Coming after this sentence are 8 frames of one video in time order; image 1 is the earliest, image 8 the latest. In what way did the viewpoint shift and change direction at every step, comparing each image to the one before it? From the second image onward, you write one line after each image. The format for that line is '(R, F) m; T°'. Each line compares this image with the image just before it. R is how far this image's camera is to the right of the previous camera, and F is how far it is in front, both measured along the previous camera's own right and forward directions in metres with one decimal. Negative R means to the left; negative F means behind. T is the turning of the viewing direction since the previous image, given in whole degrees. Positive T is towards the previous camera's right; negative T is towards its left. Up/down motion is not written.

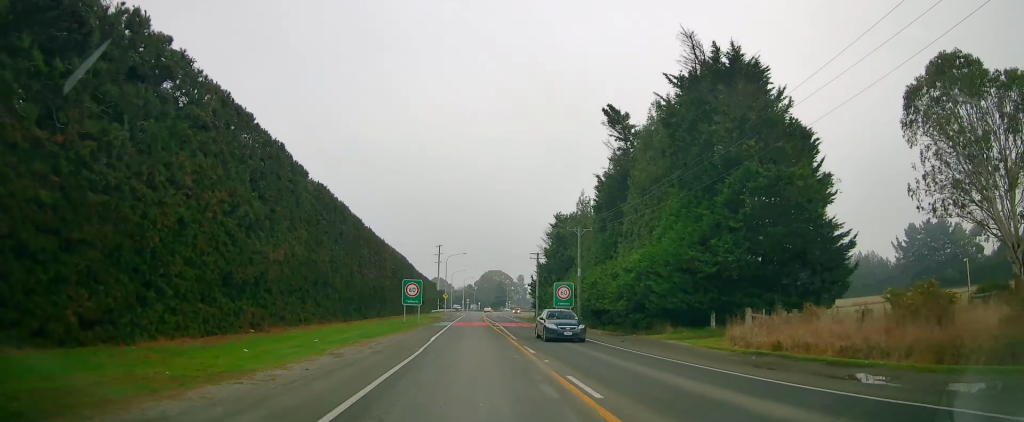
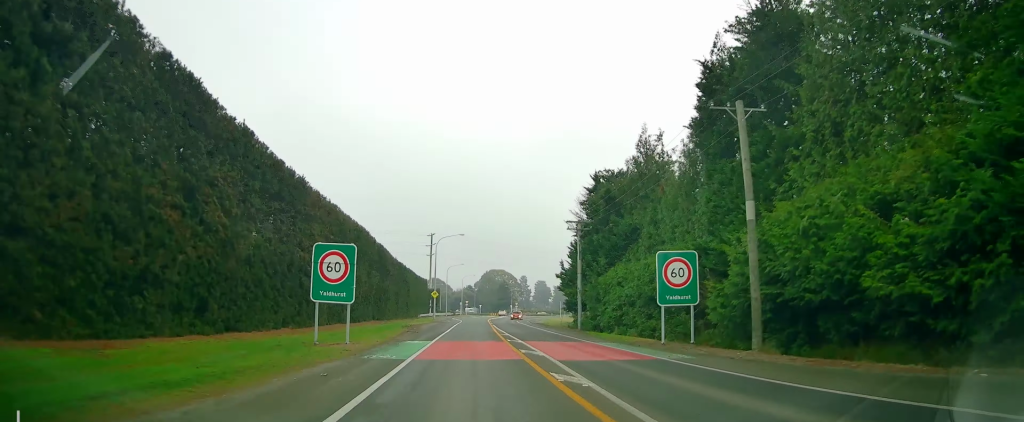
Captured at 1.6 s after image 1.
(-0.7, +29.5) m; -2°
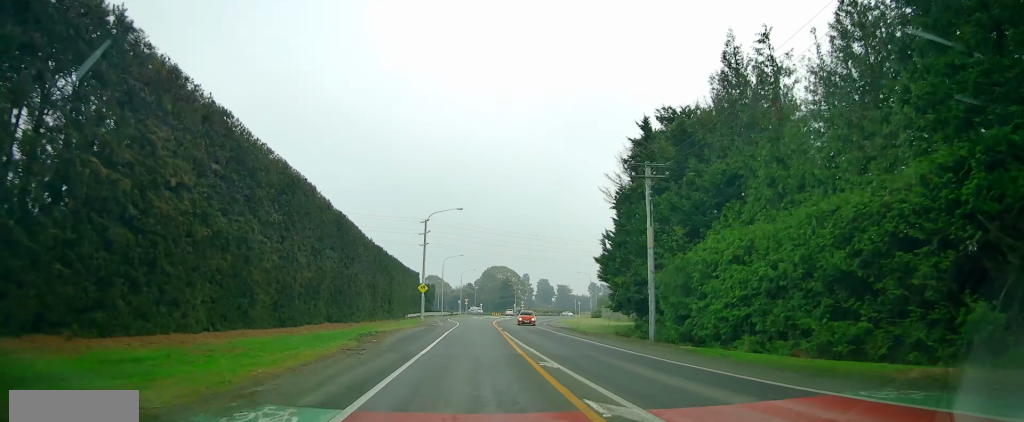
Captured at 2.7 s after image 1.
(+0.1, +18.4) m; +2°
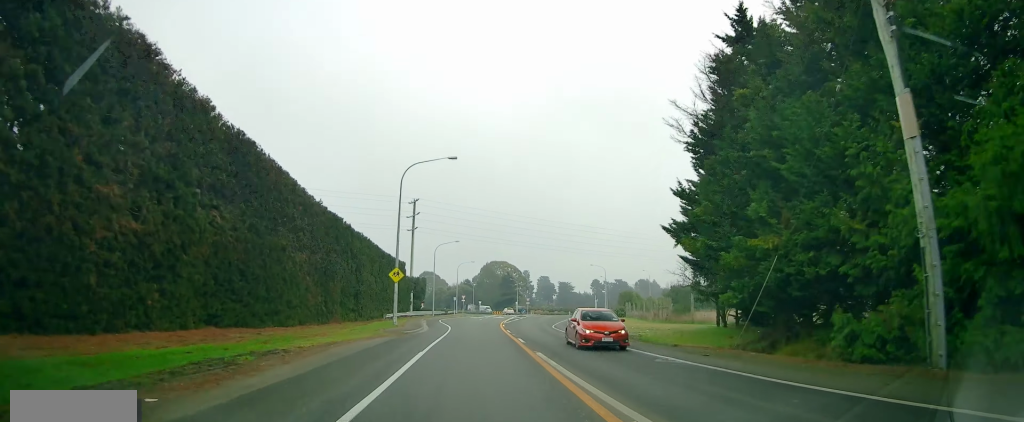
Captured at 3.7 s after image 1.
(+0.5, +18.1) m; +1°
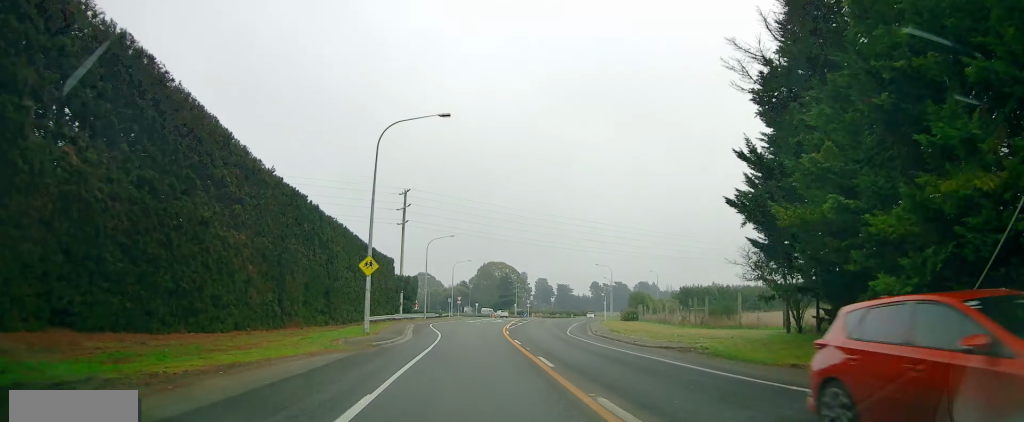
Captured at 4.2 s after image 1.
(0.0, +8.7) m; 0°
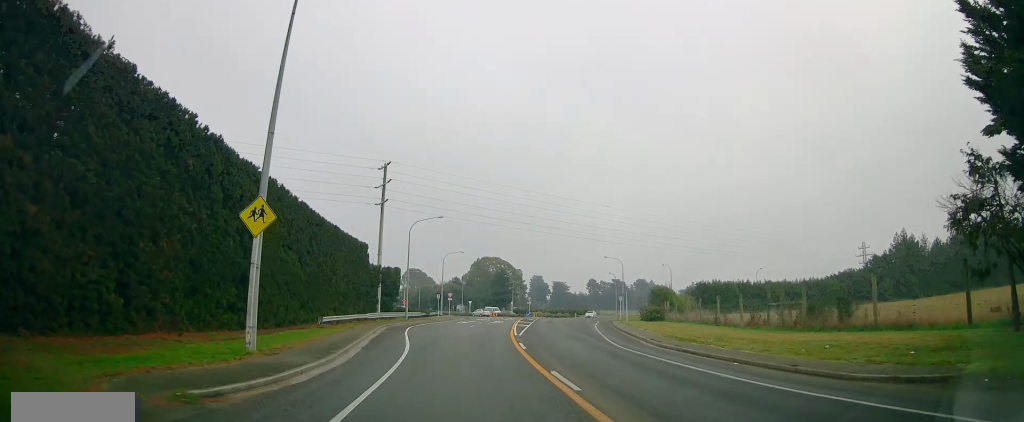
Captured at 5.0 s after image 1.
(0.0, +13.9) m; 0°
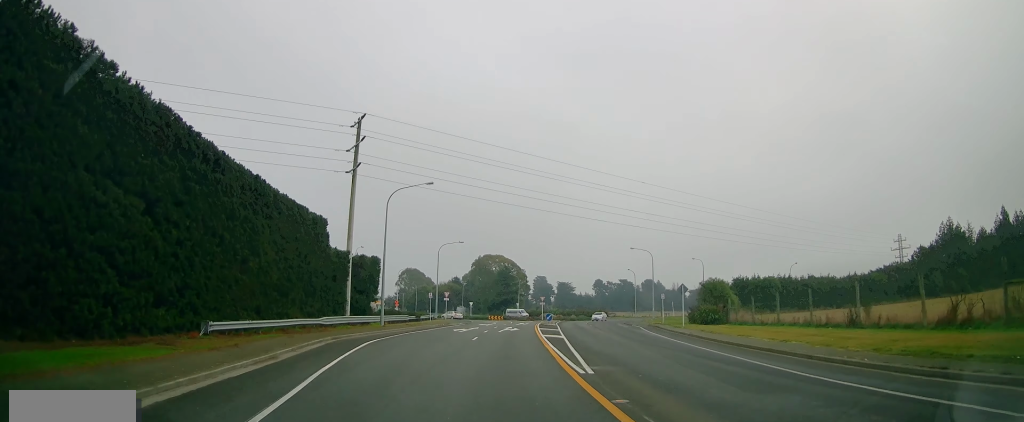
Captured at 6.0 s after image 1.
(-0.1, +17.2) m; -1°
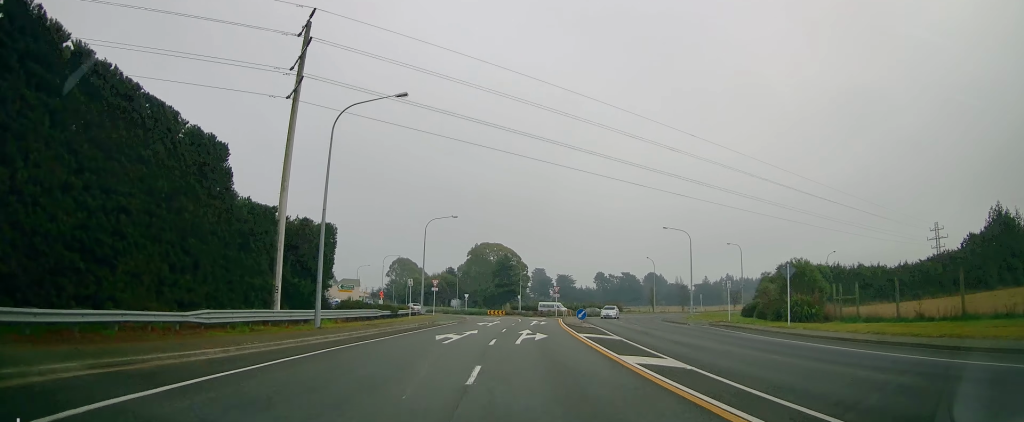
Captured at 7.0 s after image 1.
(-0.1, +17.4) m; +1°
